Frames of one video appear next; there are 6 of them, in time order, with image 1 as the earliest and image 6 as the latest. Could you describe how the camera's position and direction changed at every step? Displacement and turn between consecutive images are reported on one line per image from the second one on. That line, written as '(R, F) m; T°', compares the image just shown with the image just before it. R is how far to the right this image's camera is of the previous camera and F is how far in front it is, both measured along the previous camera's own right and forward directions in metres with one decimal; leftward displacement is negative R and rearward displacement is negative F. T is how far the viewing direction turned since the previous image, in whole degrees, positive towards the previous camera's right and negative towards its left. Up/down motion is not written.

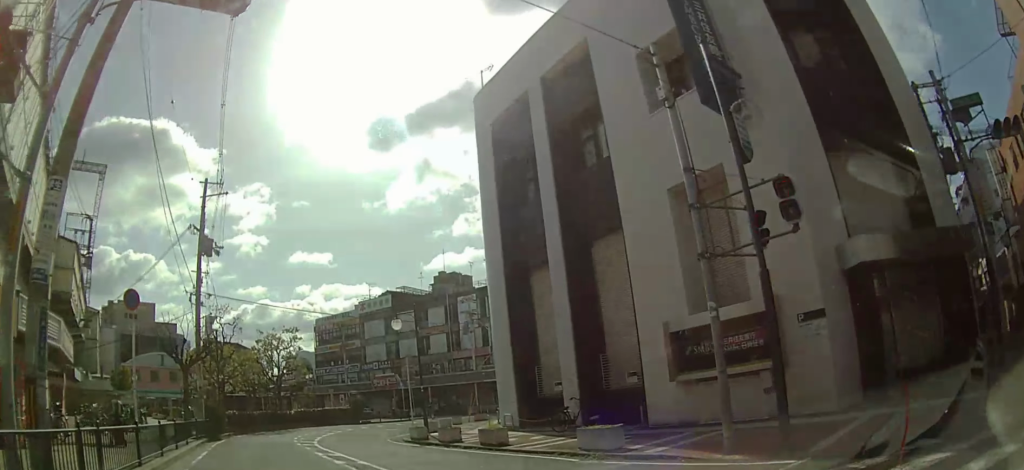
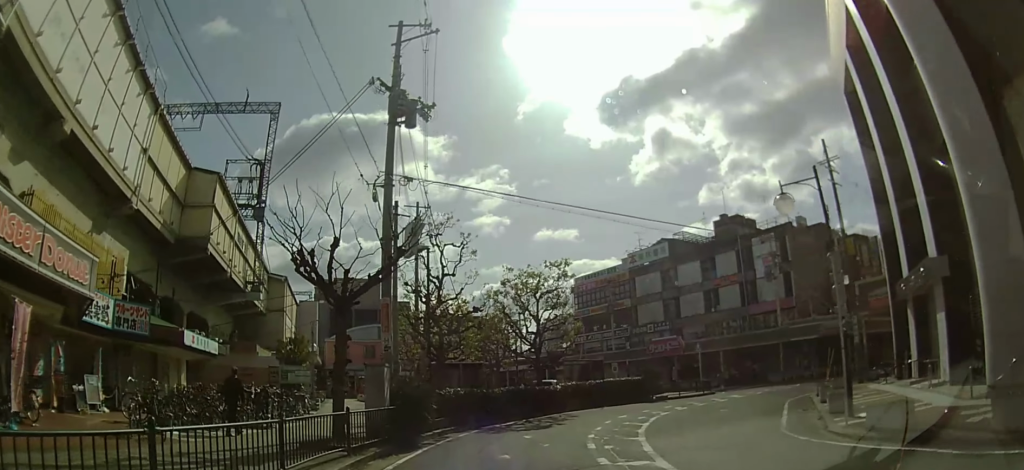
(-2.4, +12.7) m; -12°
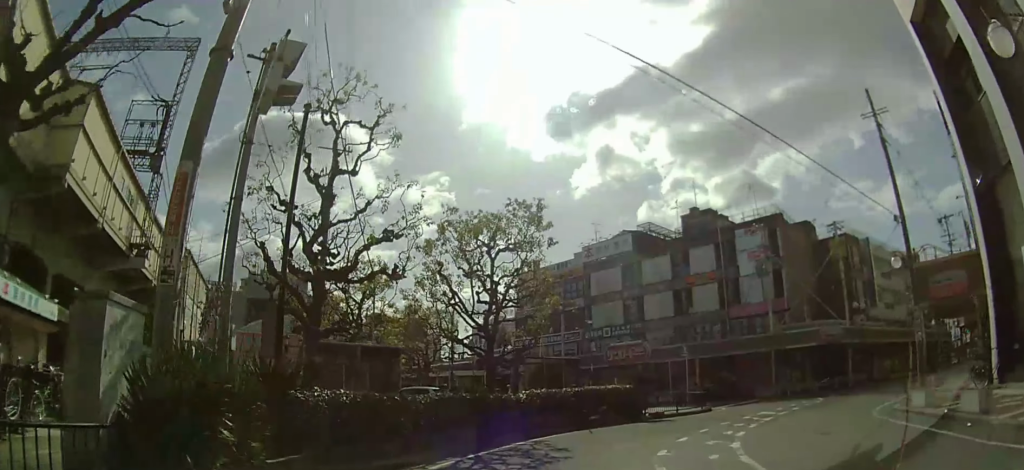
(+0.2, +8.6) m; +6°
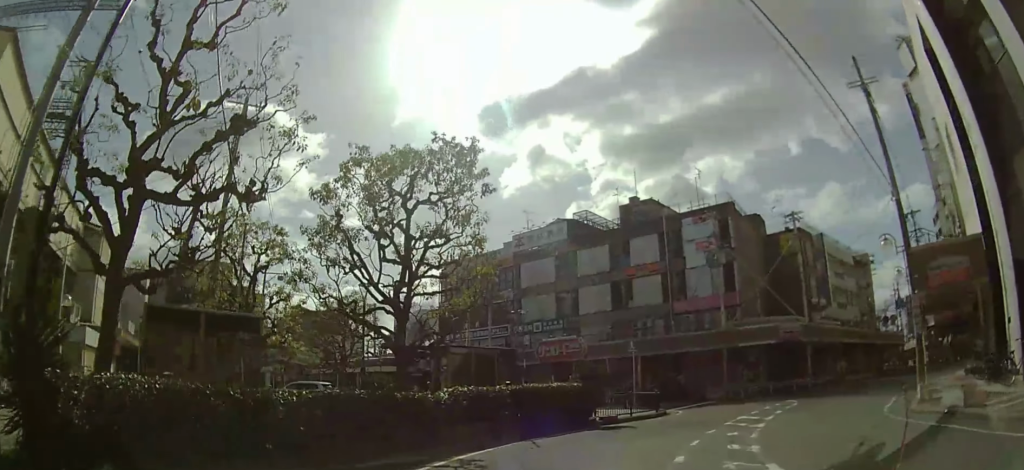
(+0.1, +4.1) m; +5°
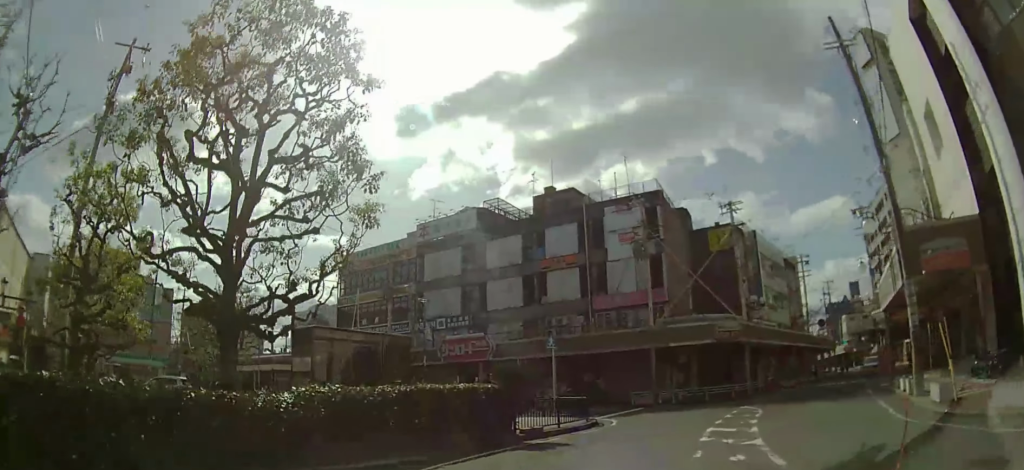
(+0.2, +3.9) m; +8°
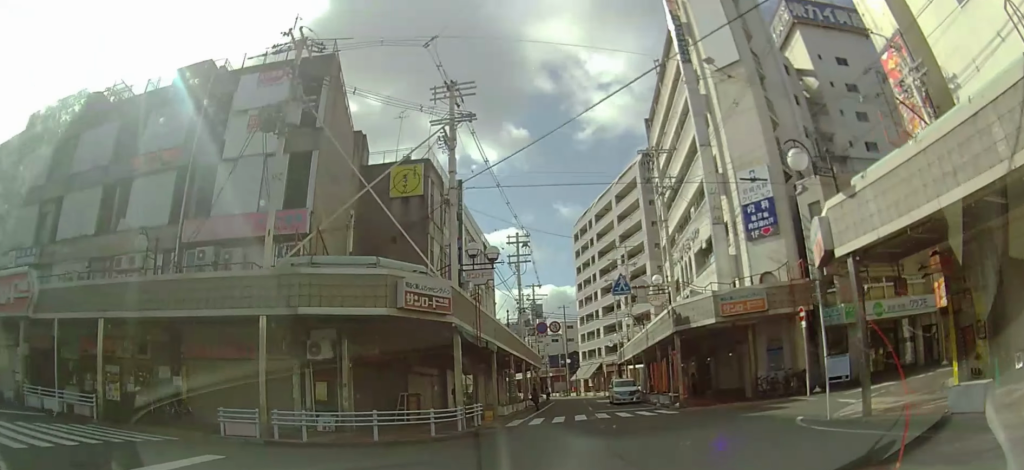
(+5.7, +14.0) m; +37°
